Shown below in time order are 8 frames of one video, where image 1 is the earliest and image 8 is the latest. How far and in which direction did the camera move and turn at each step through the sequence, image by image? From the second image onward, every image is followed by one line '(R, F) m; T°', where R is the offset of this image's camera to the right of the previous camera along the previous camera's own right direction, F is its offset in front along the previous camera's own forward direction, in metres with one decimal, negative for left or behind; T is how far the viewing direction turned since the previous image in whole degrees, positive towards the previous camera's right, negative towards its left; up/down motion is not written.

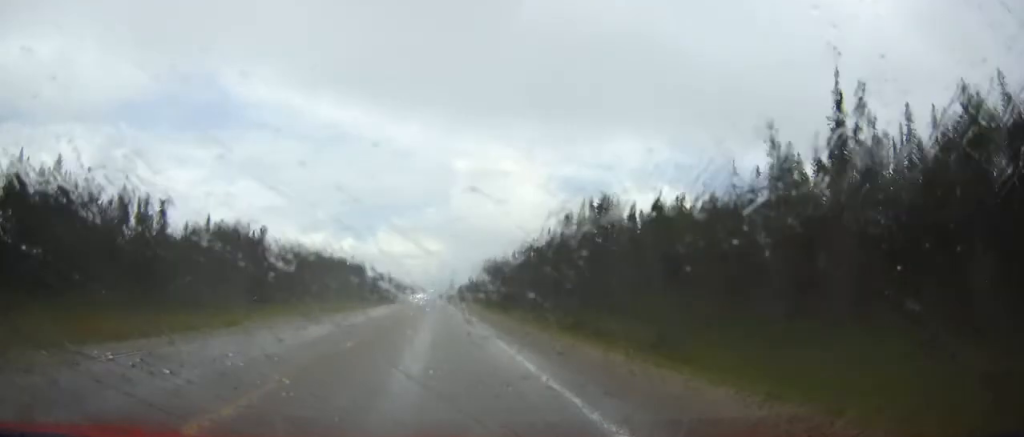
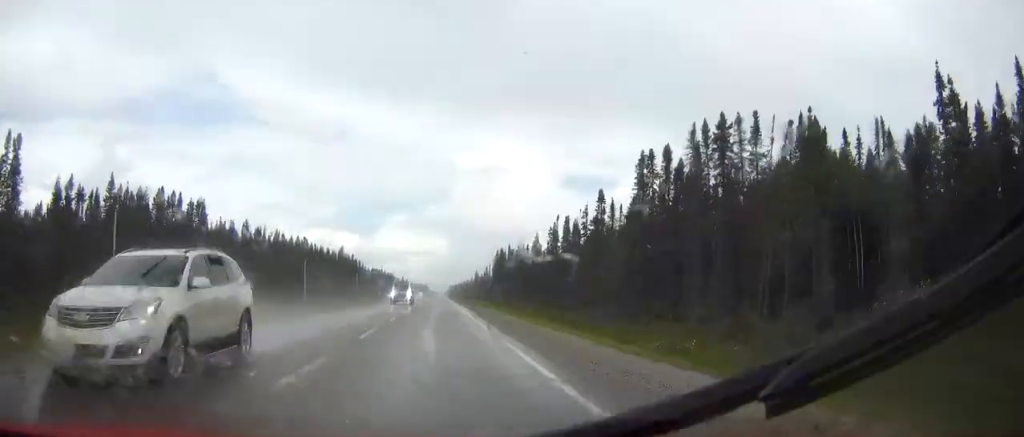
(0.0, +42.1) m; 0°
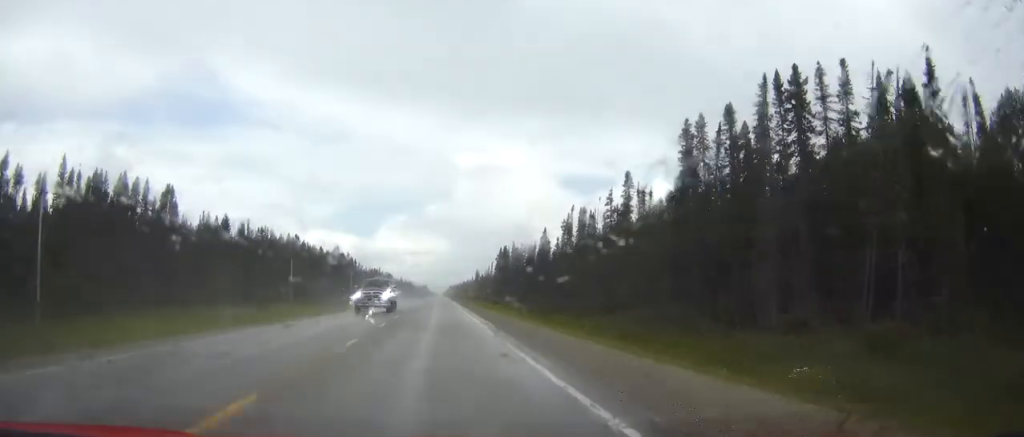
(0.0, +13.6) m; 0°
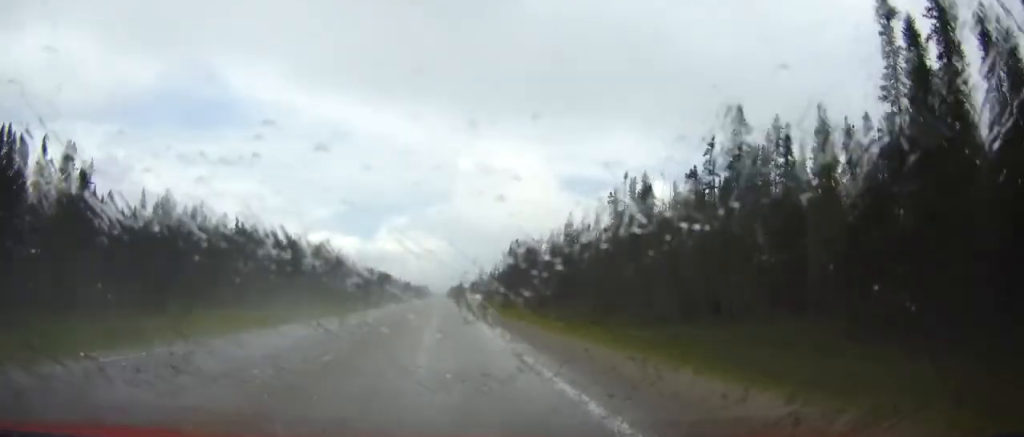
(-0.1, +29.8) m; 0°
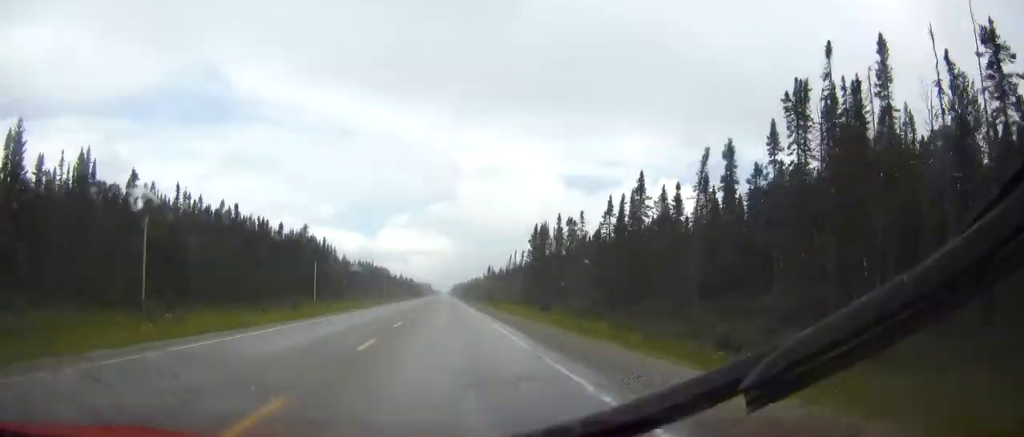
(0.0, +42.0) m; 0°
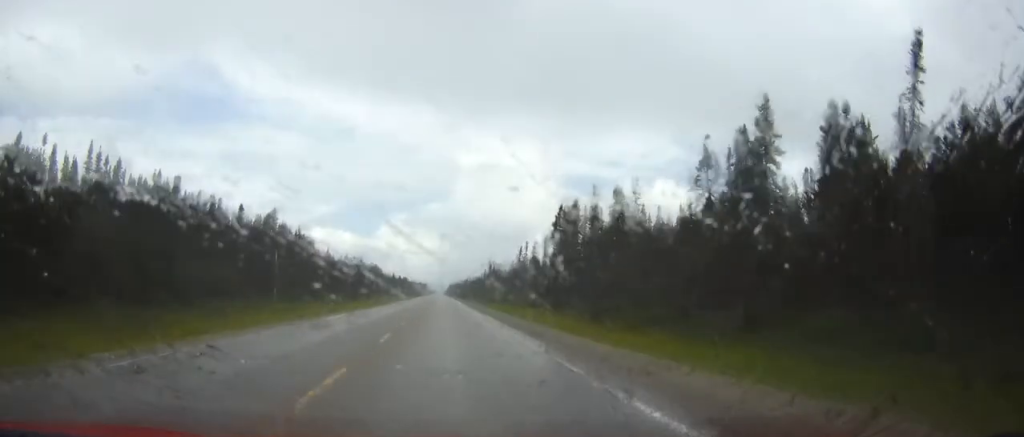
(-0.1, +34.2) m; 0°
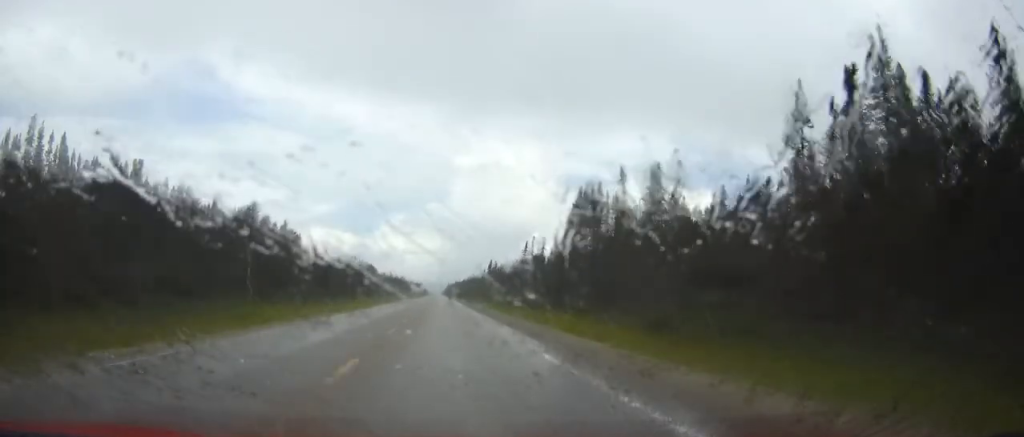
(+0.1, +16.2) m; 0°
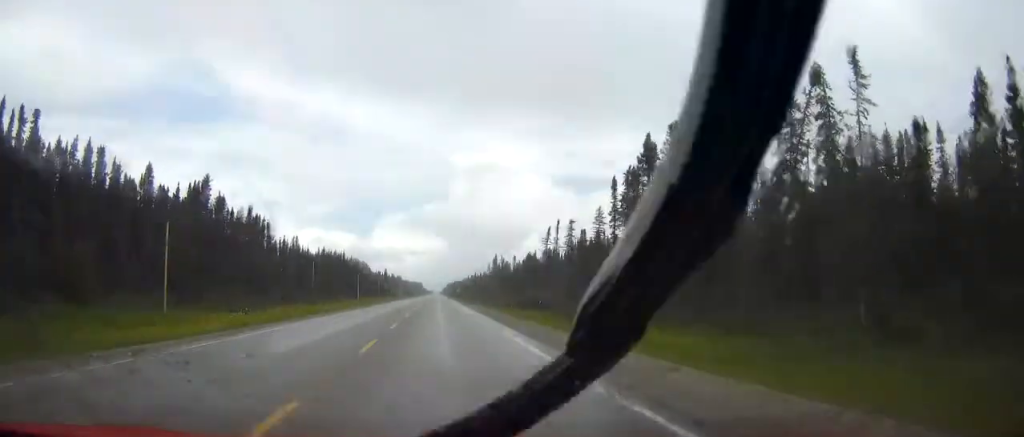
(+0.1, +32.5) m; 0°
